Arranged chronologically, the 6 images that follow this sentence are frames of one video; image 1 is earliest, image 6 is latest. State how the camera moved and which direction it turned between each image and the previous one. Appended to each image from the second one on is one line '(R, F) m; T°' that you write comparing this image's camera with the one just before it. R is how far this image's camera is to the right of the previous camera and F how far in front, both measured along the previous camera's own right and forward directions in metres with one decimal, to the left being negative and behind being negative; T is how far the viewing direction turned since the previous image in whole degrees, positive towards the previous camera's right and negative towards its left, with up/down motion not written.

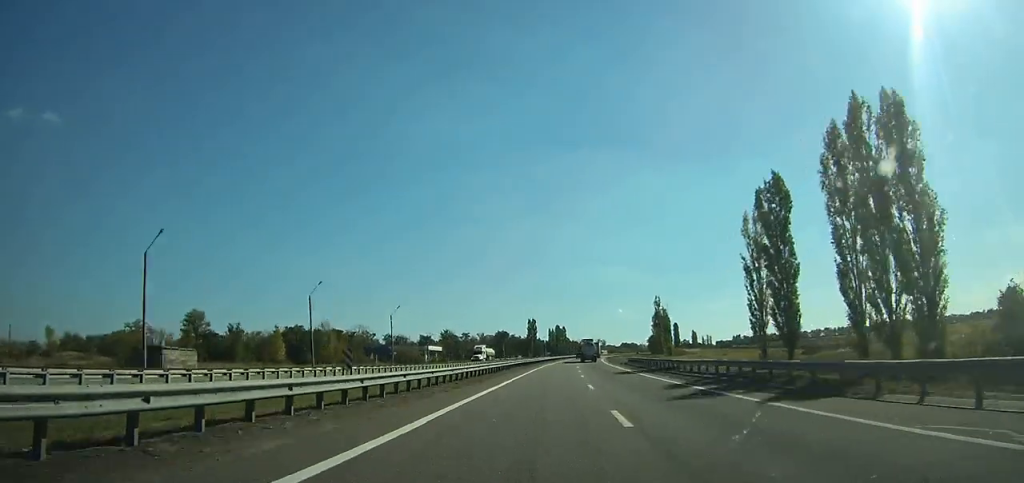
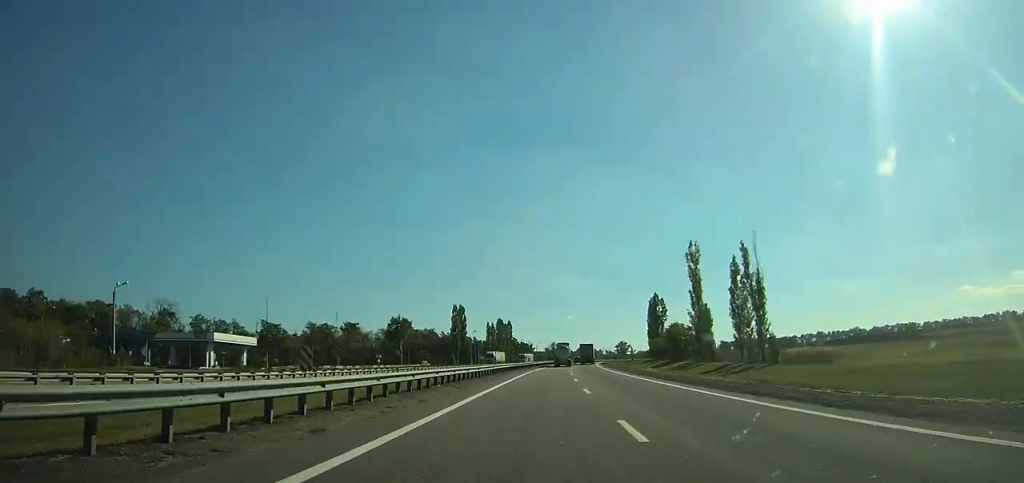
(+3.9, +112.7) m; +4°
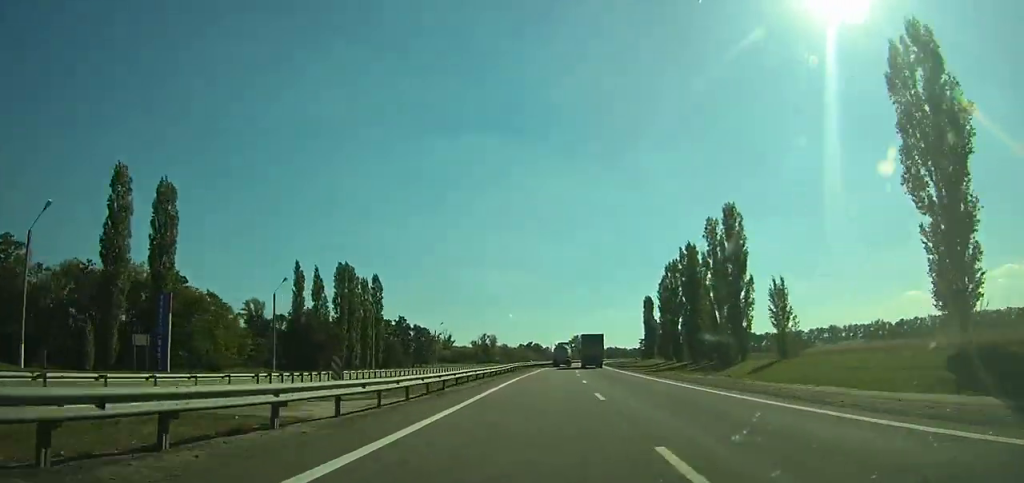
(+7.8, +145.5) m; +6°
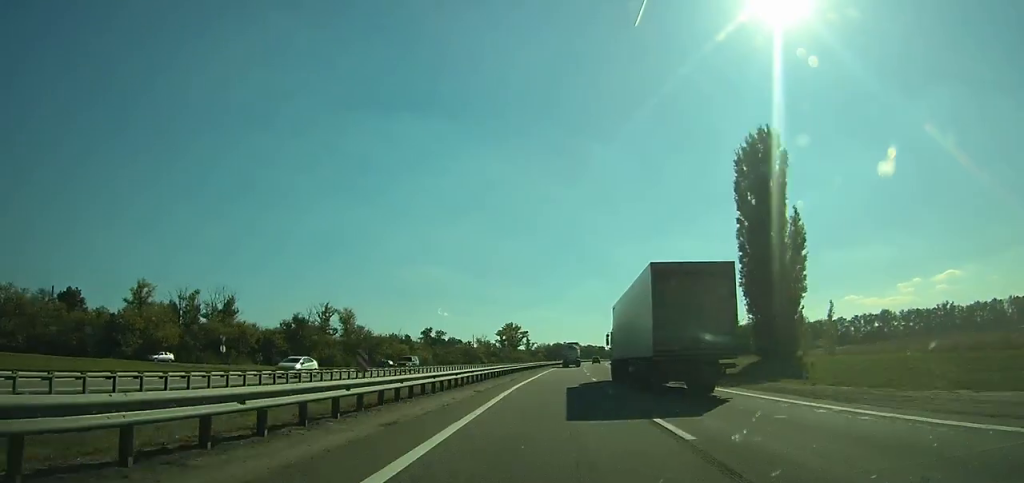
(+8.8, +158.4) m; +6°
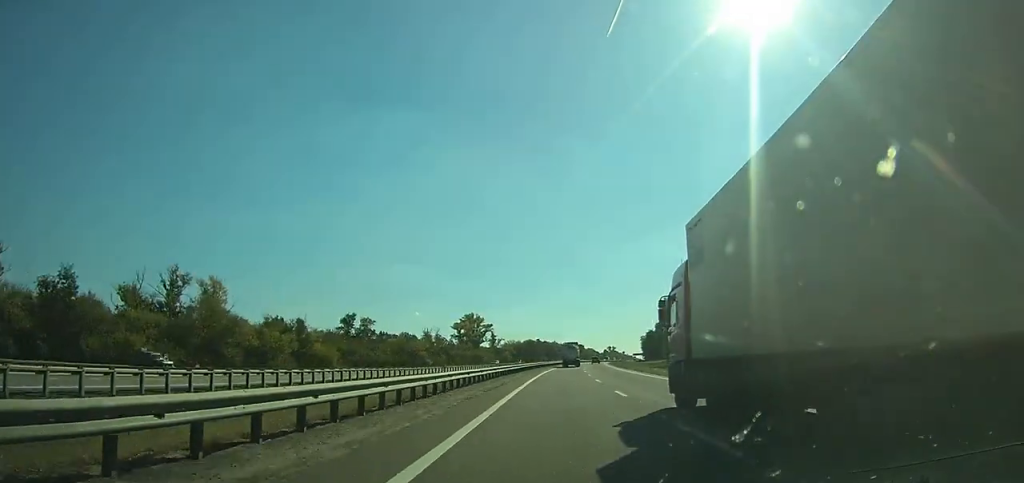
(+1.3, +61.5) m; +3°
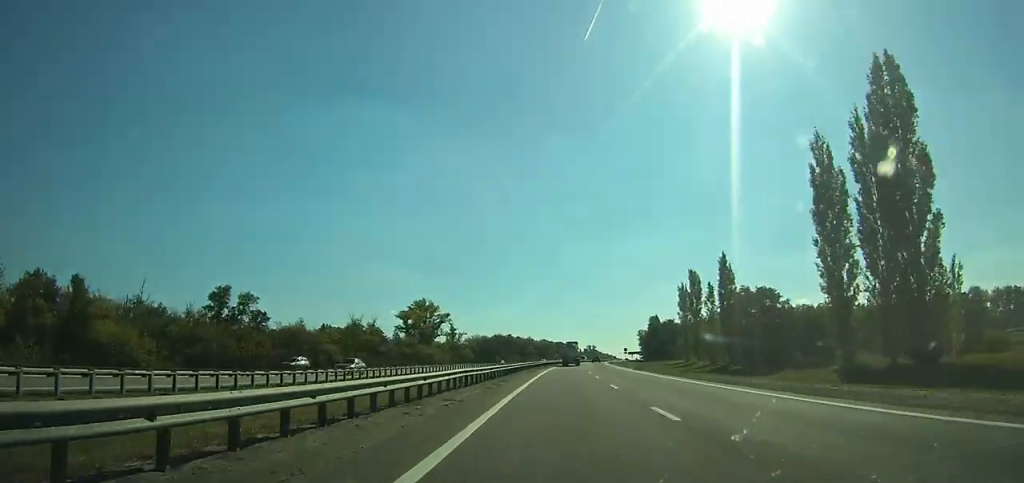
(+0.7, +56.0) m; +3°
